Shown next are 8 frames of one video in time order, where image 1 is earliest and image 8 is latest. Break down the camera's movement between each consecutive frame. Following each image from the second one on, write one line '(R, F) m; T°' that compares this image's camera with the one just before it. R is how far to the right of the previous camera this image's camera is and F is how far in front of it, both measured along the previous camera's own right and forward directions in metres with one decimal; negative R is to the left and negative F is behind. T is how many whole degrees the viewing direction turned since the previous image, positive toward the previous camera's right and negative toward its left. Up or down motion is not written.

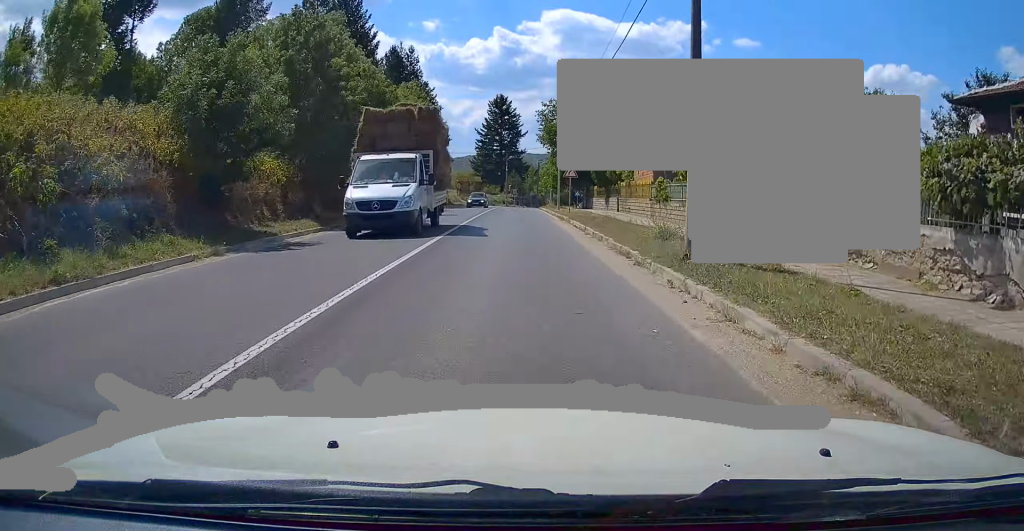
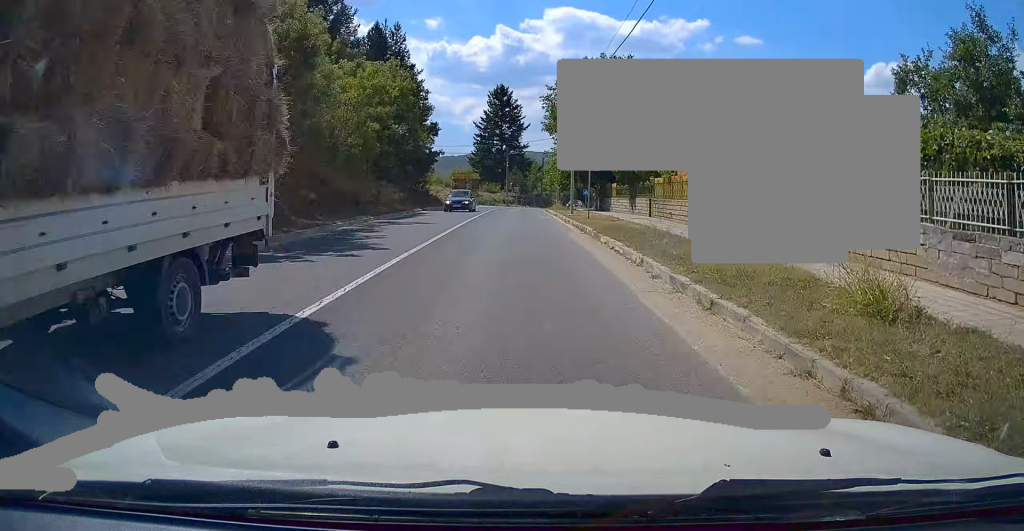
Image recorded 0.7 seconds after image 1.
(-0.1, +9.6) m; 0°
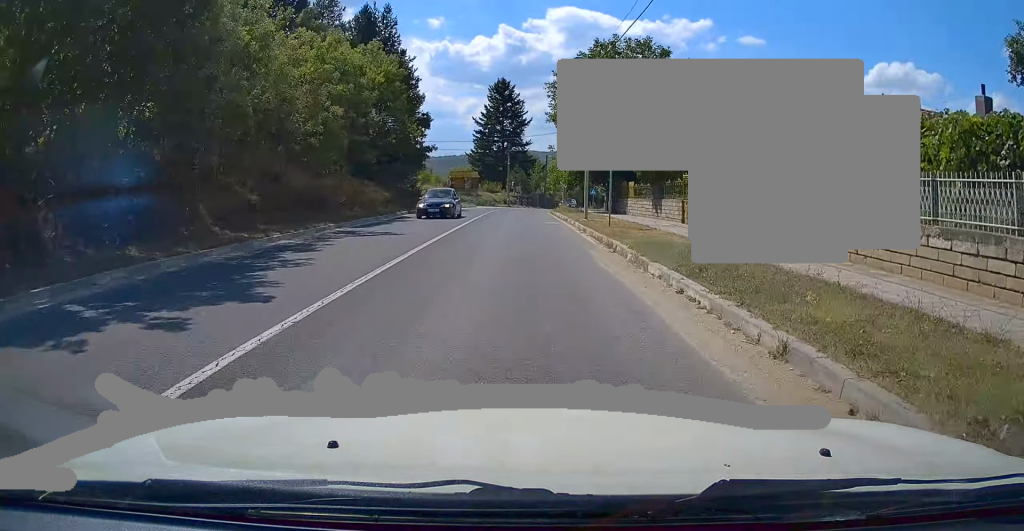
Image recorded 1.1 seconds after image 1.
(-0.1, +6.0) m; 0°
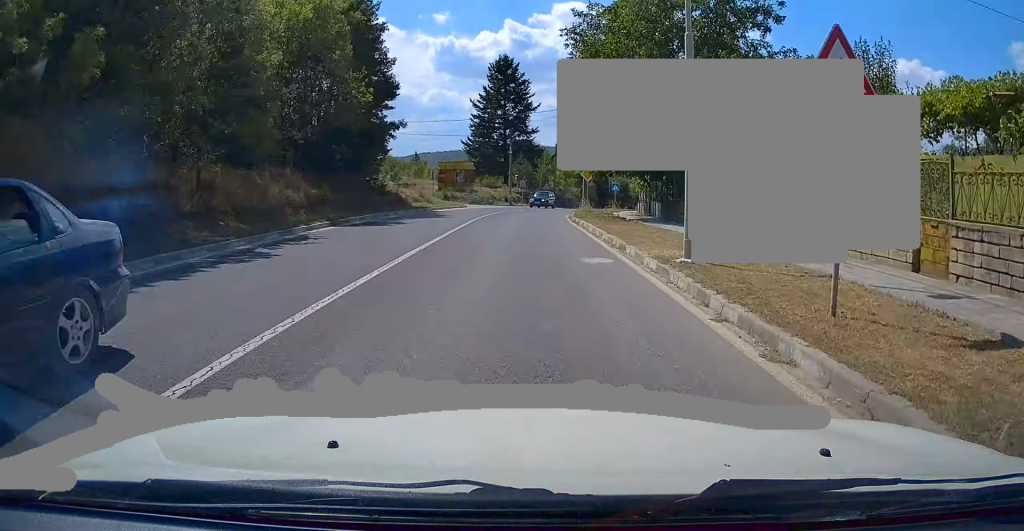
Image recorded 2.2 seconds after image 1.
(+0.2, +15.3) m; +1°
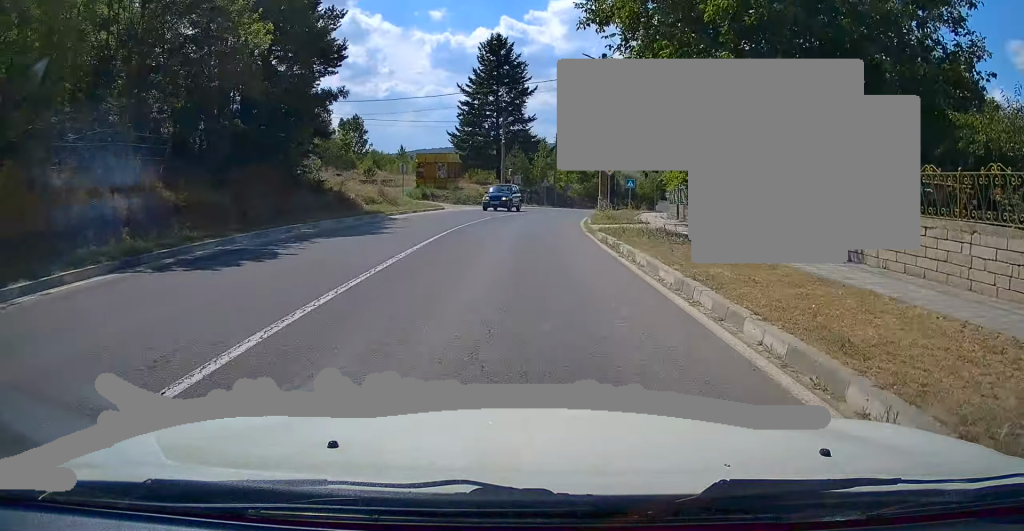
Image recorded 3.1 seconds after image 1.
(0.0, +11.5) m; -2°
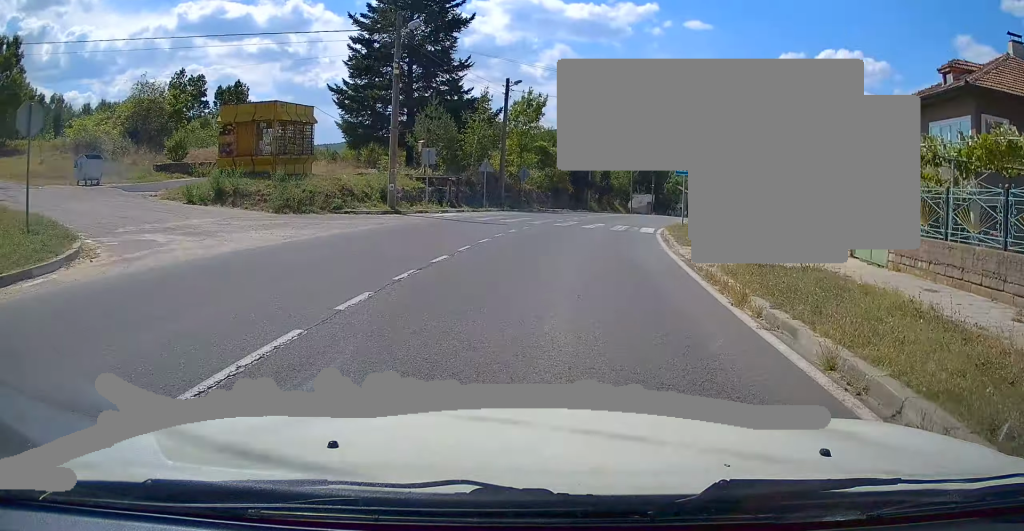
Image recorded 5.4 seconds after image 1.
(+0.3, +30.6) m; +7°
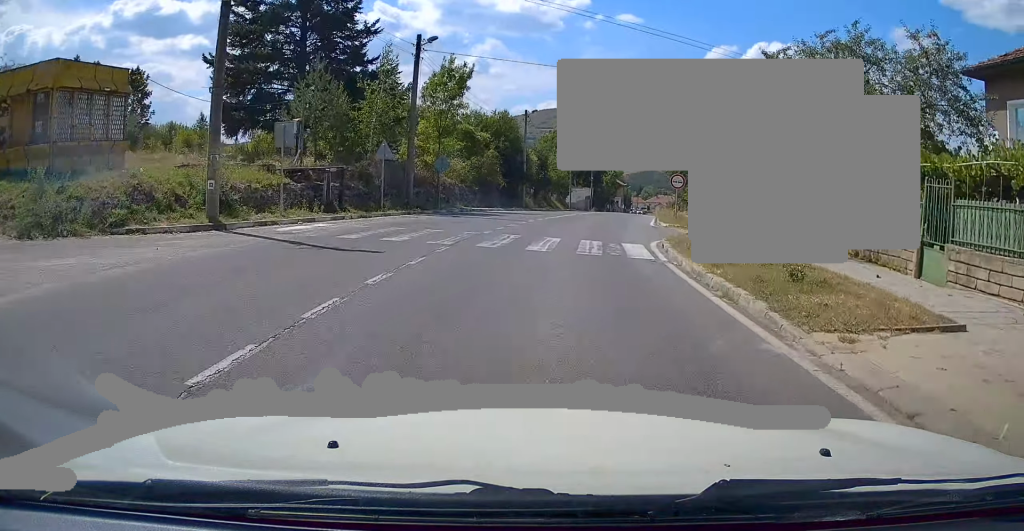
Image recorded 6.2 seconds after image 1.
(+0.5, +10.5) m; +5°
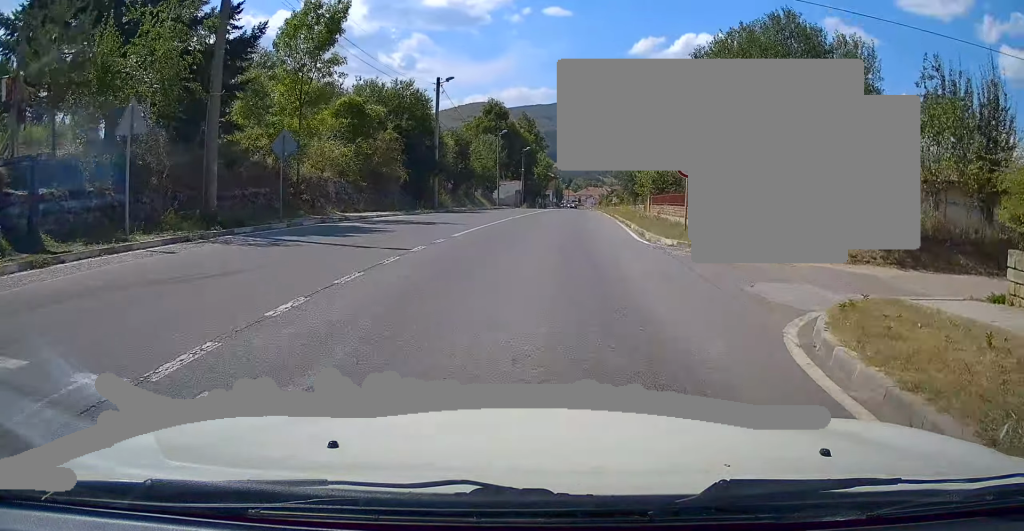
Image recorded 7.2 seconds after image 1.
(+0.6, +13.4) m; +5°
